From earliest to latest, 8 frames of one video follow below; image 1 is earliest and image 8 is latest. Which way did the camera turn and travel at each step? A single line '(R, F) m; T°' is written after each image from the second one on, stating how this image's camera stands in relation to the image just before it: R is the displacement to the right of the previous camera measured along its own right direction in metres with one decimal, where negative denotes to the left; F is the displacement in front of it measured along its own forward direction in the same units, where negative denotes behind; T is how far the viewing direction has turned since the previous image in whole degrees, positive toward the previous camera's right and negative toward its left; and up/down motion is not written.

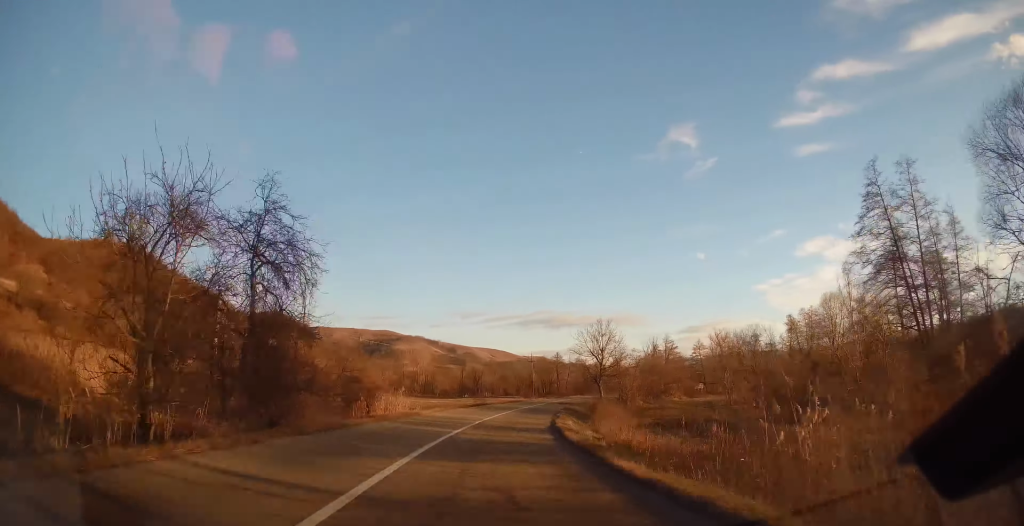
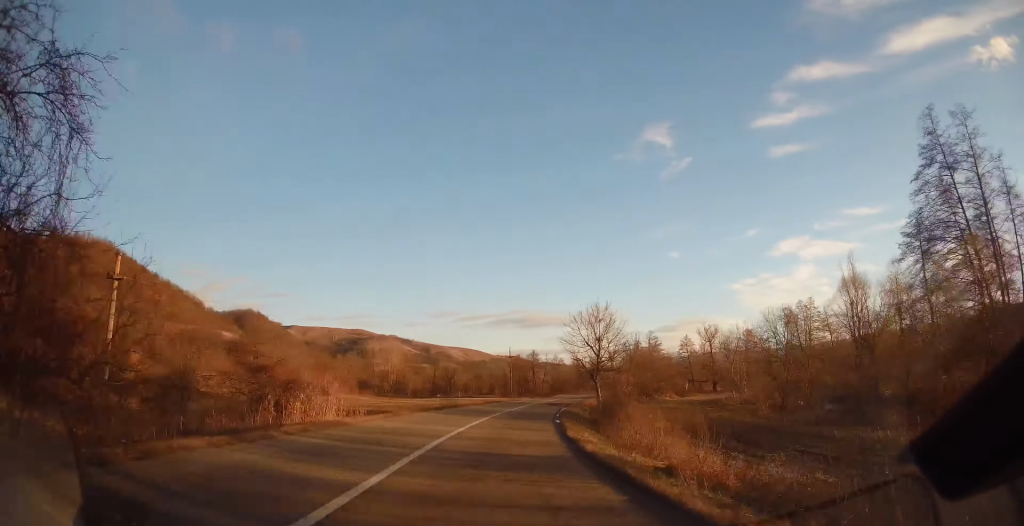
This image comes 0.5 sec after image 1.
(+0.3, +11.5) m; +3°
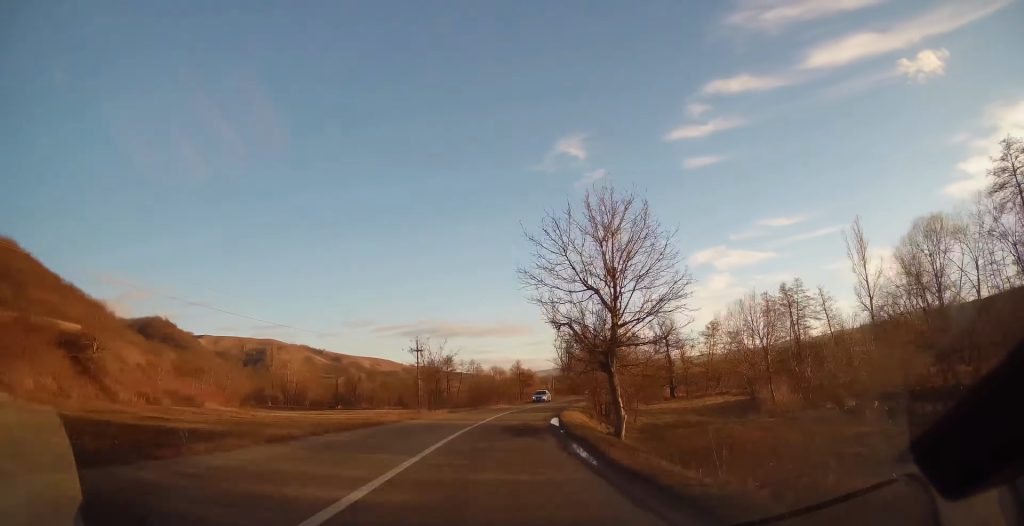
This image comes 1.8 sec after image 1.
(+2.0, +30.2) m; +8°
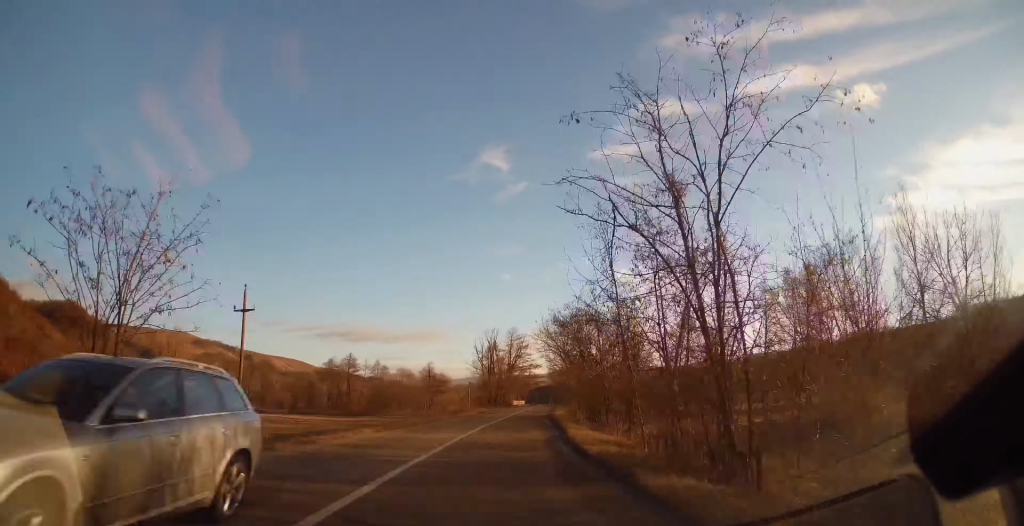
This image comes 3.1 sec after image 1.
(+2.5, +30.9) m; +8°
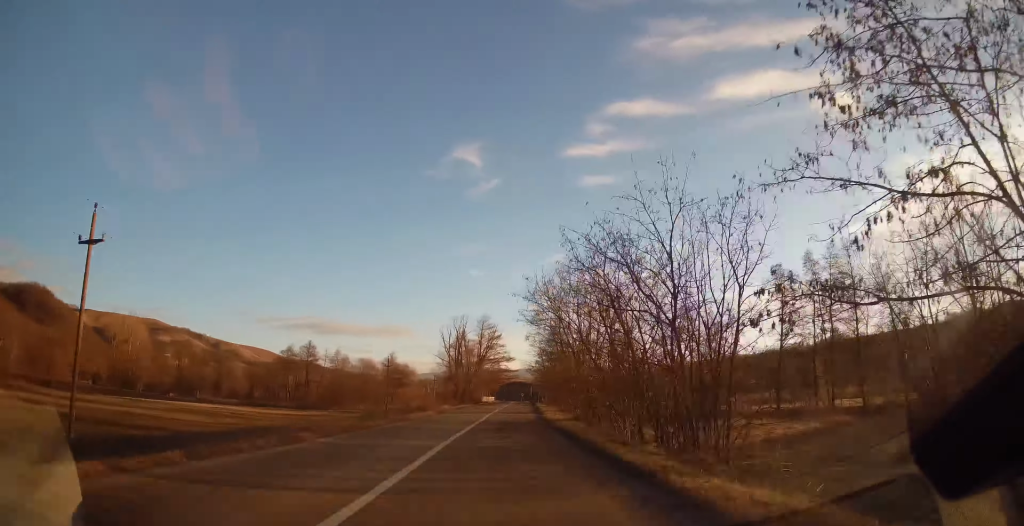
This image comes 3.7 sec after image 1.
(+0.4, +13.9) m; +2°
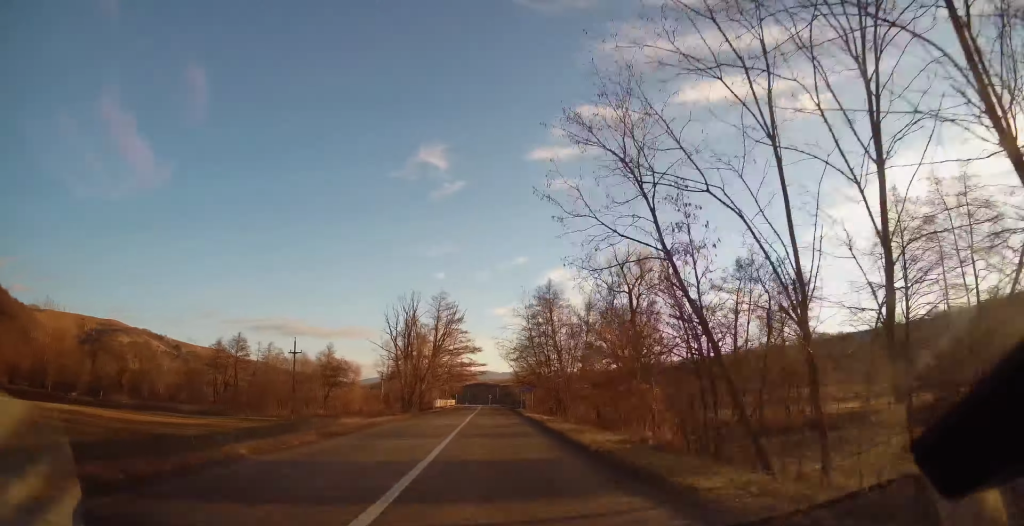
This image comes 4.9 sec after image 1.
(+1.3, +31.5) m; +3°
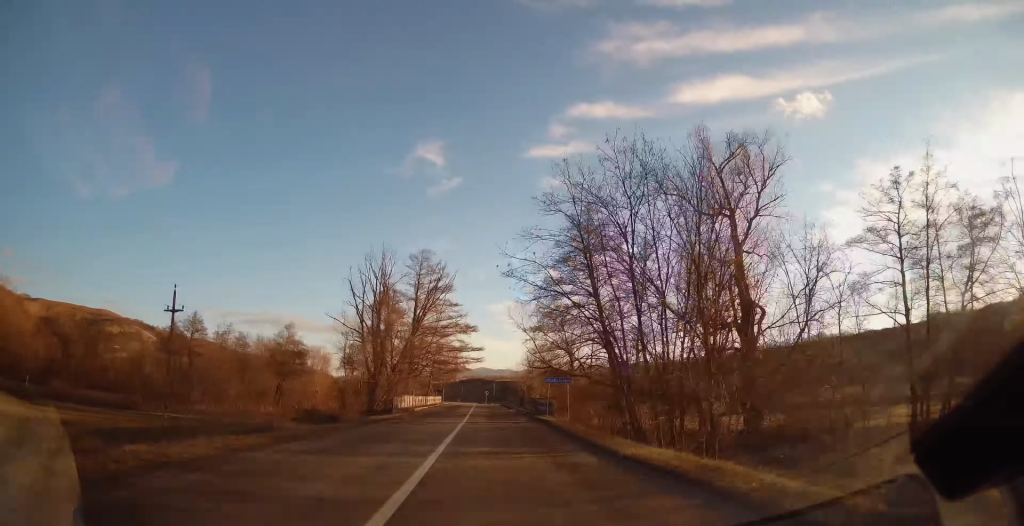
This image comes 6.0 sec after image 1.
(+0.2, +25.5) m; 0°
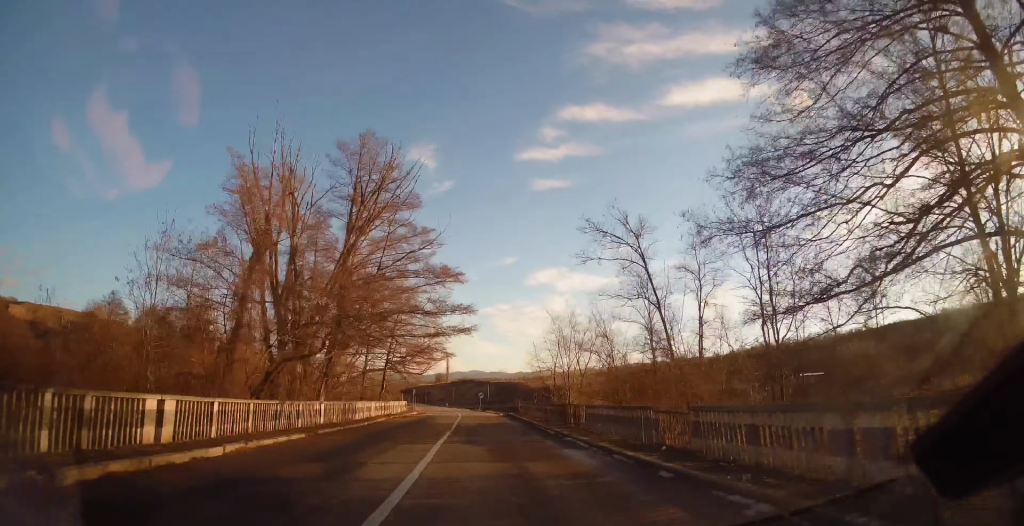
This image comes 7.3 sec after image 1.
(-0.1, +33.3) m; 0°
